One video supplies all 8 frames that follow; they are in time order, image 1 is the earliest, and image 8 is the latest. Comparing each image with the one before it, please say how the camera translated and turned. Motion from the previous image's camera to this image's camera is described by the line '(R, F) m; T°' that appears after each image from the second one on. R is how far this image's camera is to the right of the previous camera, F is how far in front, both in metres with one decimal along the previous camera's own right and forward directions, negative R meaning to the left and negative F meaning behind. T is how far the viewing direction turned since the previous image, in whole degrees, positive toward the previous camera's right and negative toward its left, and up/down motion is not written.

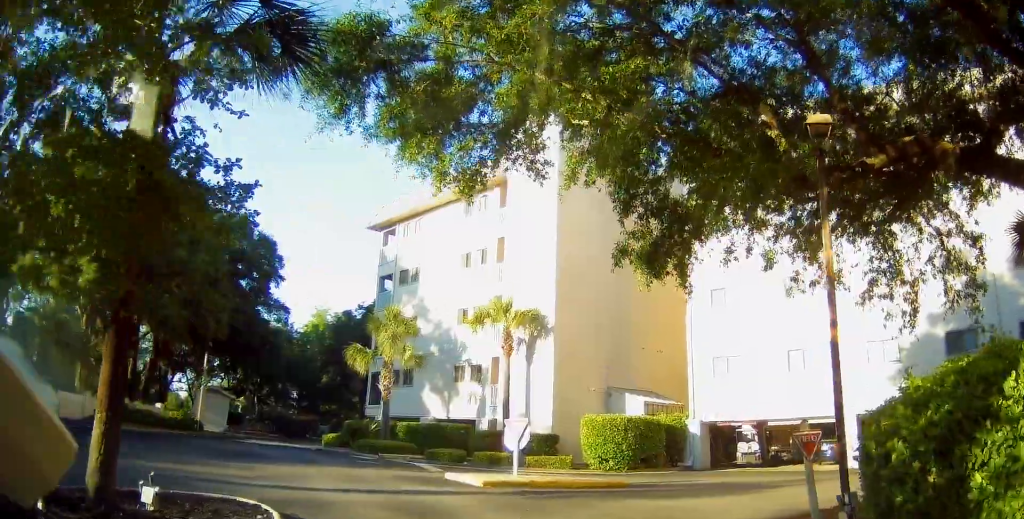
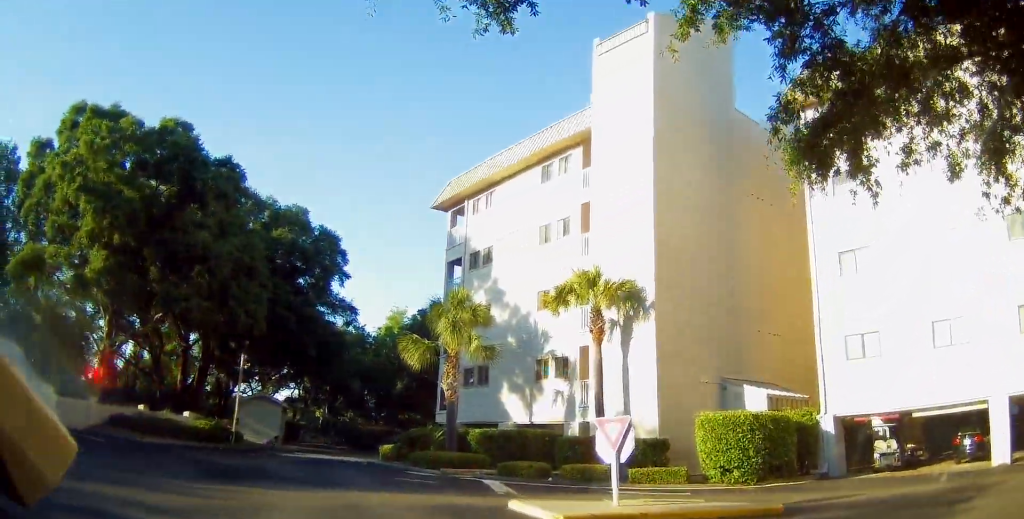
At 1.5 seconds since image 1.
(0.0, +5.9) m; -6°
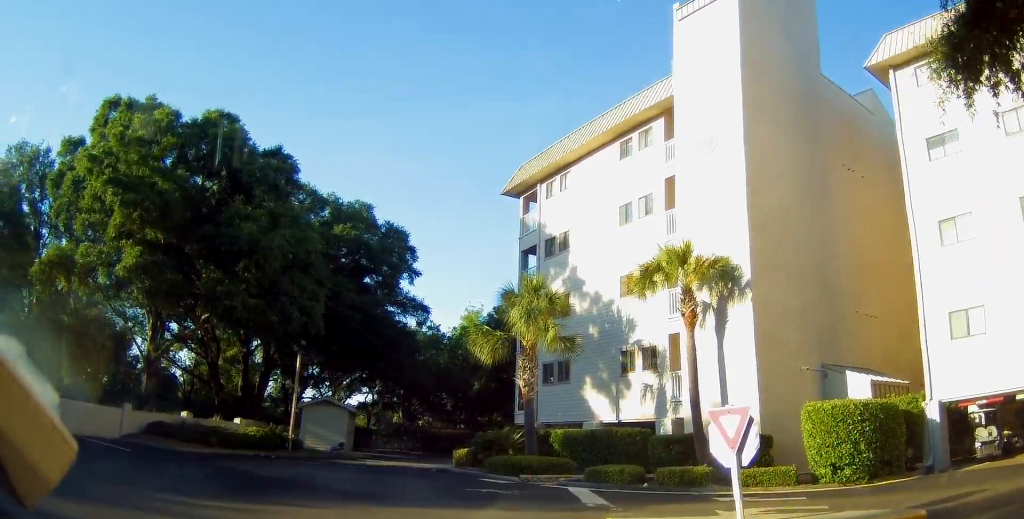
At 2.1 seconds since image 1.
(+0.1, +2.6) m; -8°
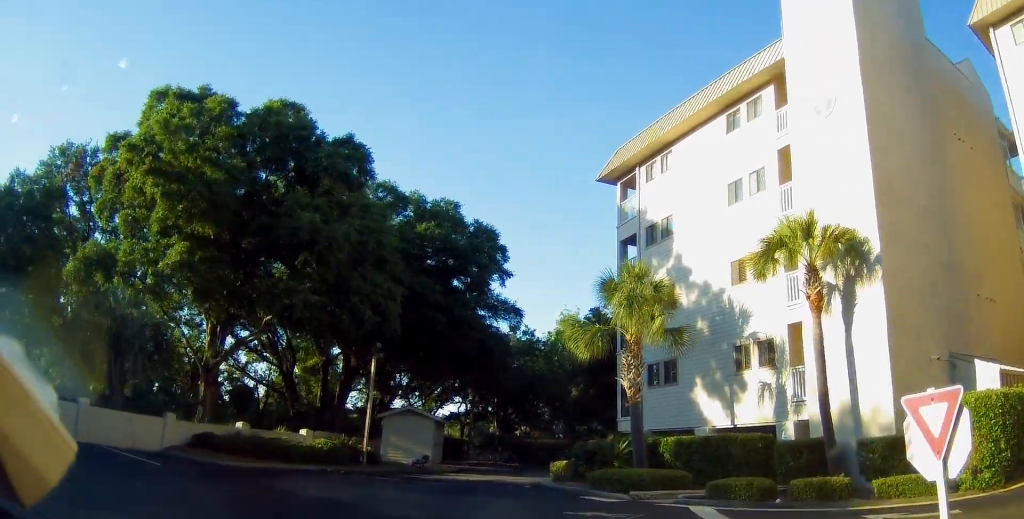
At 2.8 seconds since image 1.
(-0.7, +3.2) m; -6°
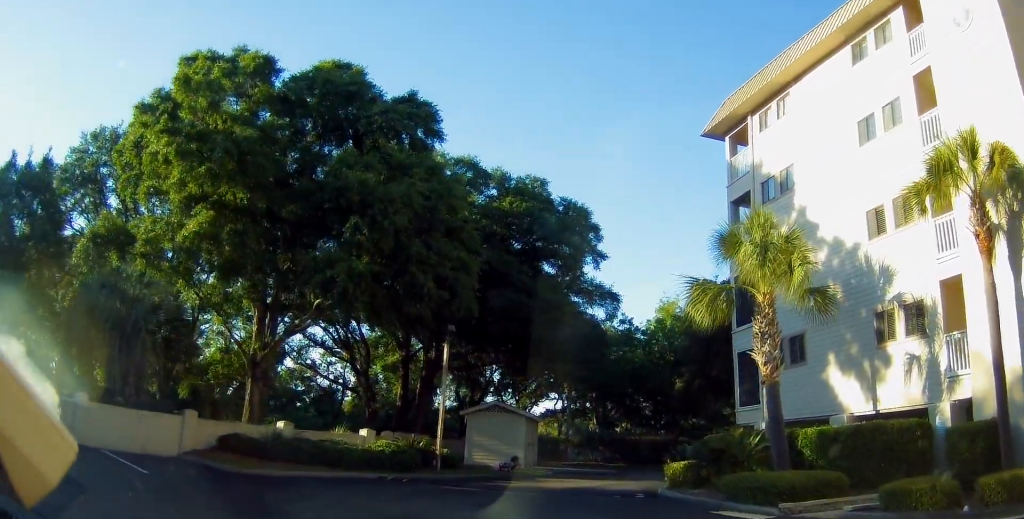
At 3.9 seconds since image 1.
(+0.1, +4.9) m; 0°
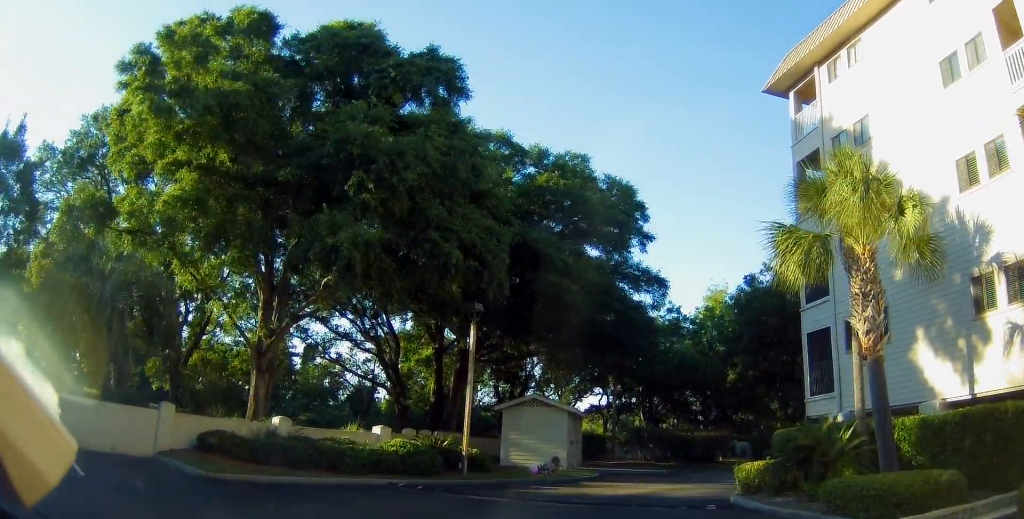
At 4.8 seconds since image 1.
(-0.1, +3.3) m; -2°
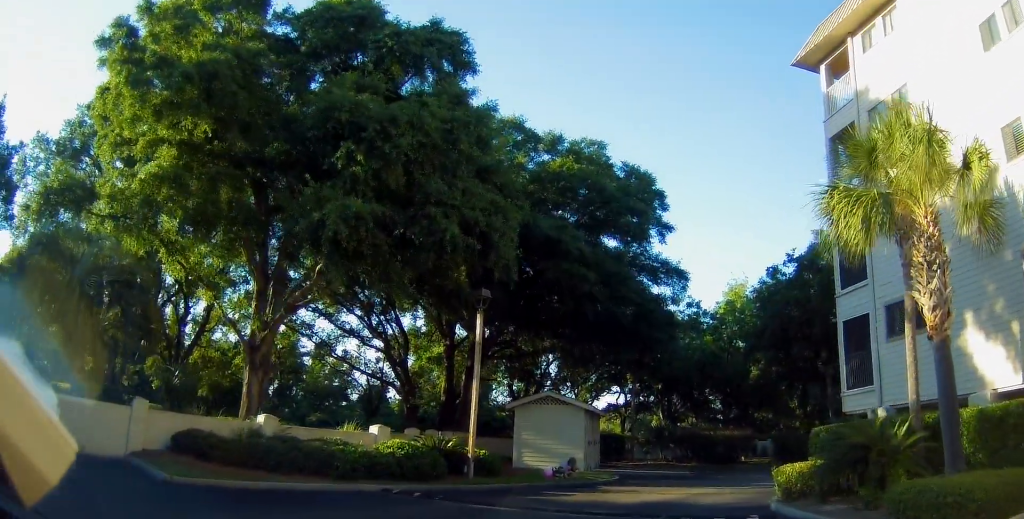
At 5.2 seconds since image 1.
(0.0, +1.8) m; -1°
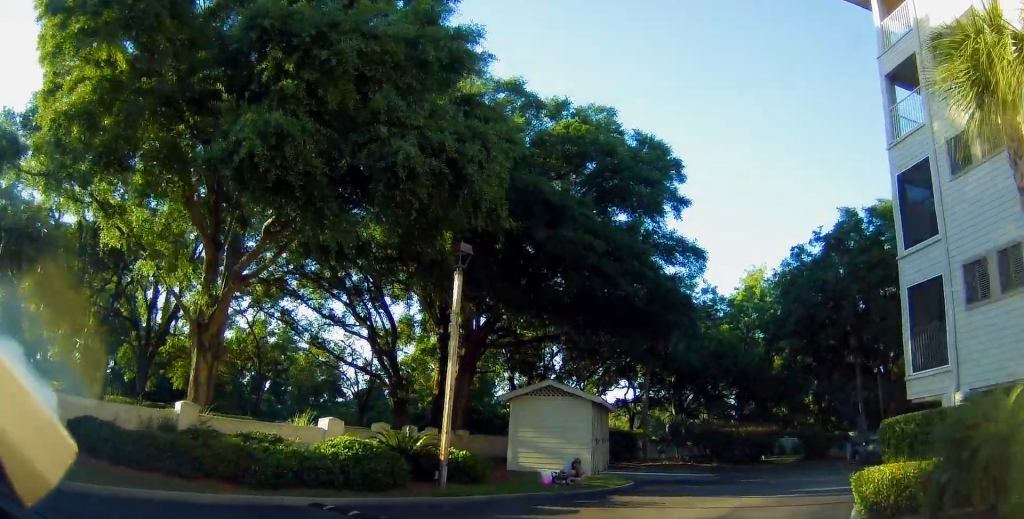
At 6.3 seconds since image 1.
(0.0, +3.7) m; 0°
